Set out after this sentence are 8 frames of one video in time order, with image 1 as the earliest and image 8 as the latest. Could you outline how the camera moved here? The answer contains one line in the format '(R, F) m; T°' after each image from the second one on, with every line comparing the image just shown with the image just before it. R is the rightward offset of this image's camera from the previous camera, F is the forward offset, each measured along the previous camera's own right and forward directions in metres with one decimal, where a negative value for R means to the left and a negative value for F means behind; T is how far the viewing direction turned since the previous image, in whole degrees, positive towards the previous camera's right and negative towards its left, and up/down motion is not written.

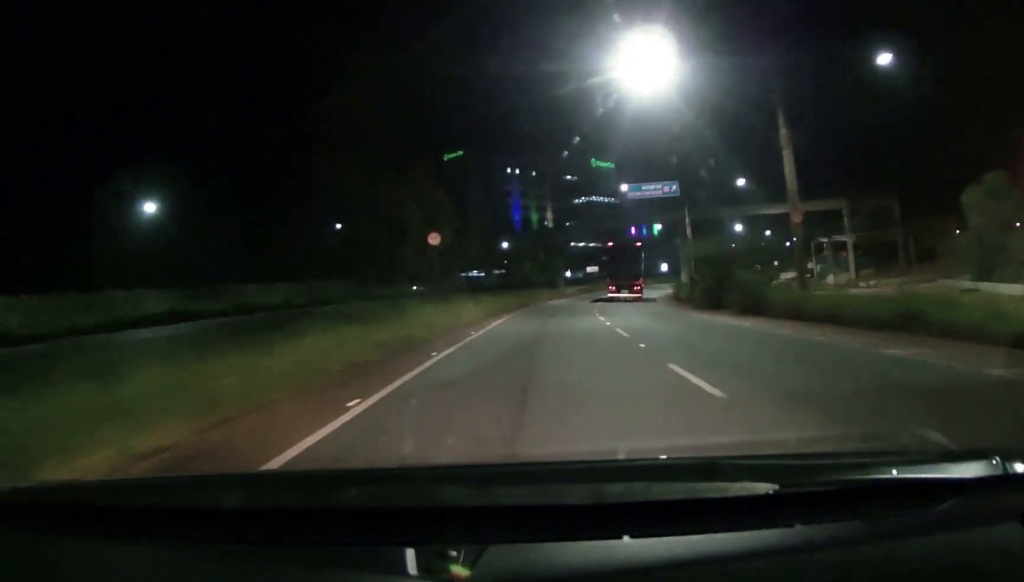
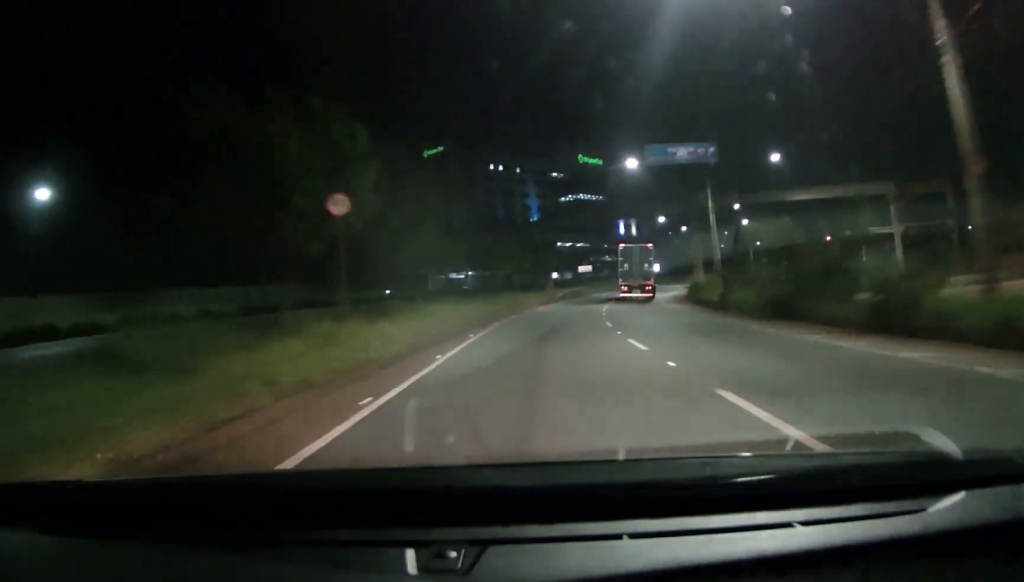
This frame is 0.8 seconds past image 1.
(0.0, +11.9) m; +1°
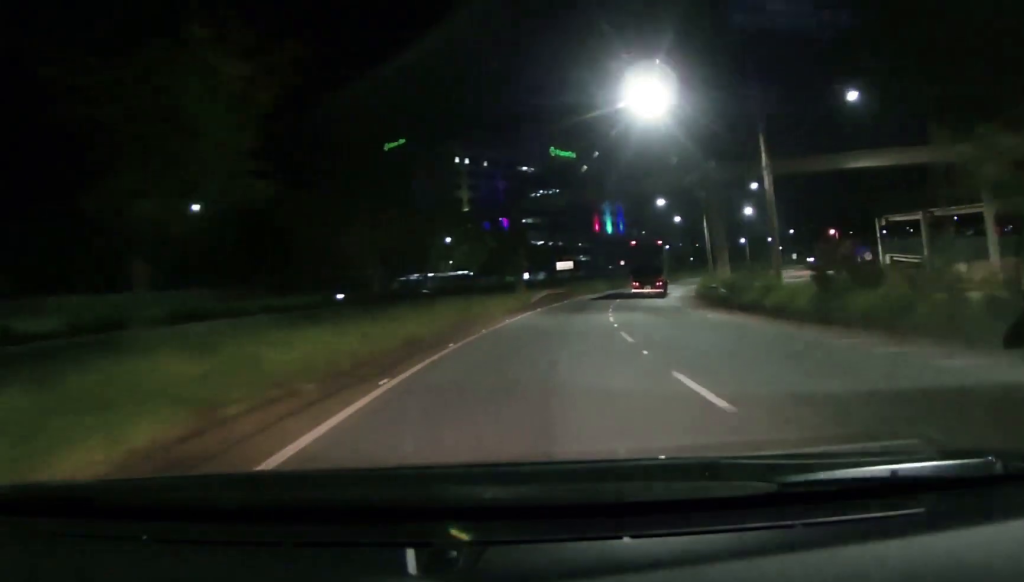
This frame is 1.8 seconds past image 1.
(+0.3, +16.1) m; +3°
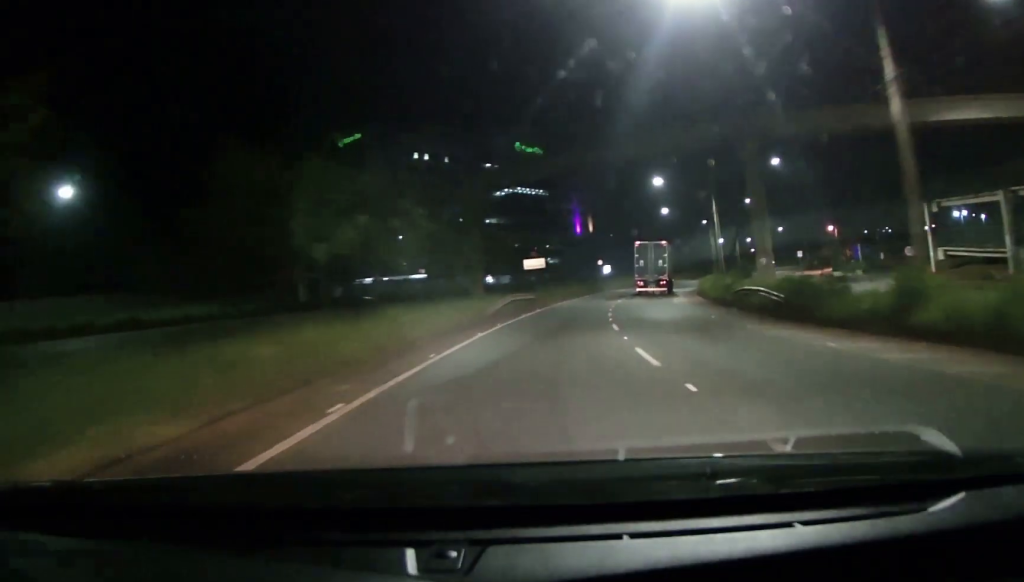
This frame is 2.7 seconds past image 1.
(+0.3, +13.9) m; +3°
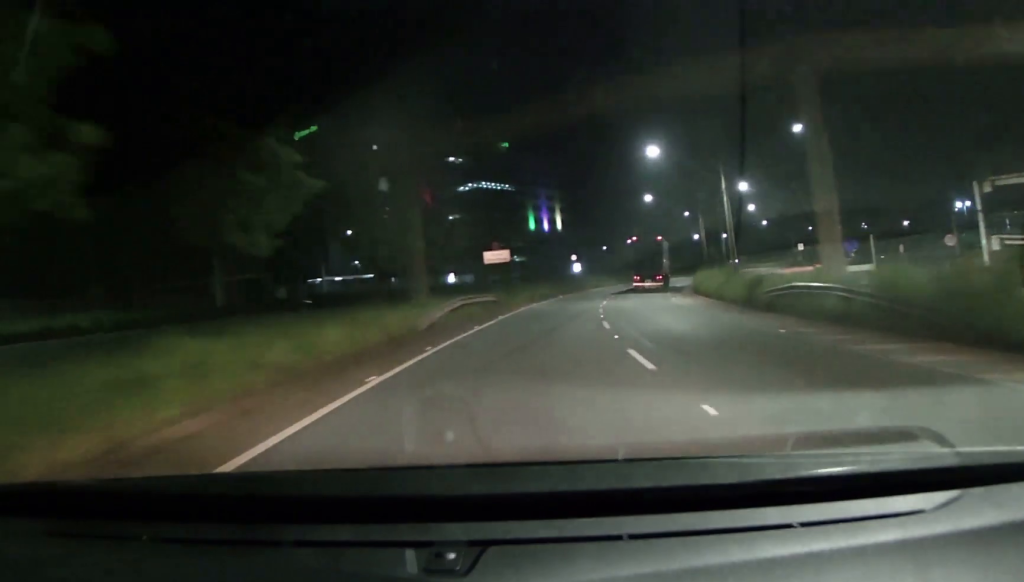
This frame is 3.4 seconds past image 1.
(+0.6, +10.2) m; +1°
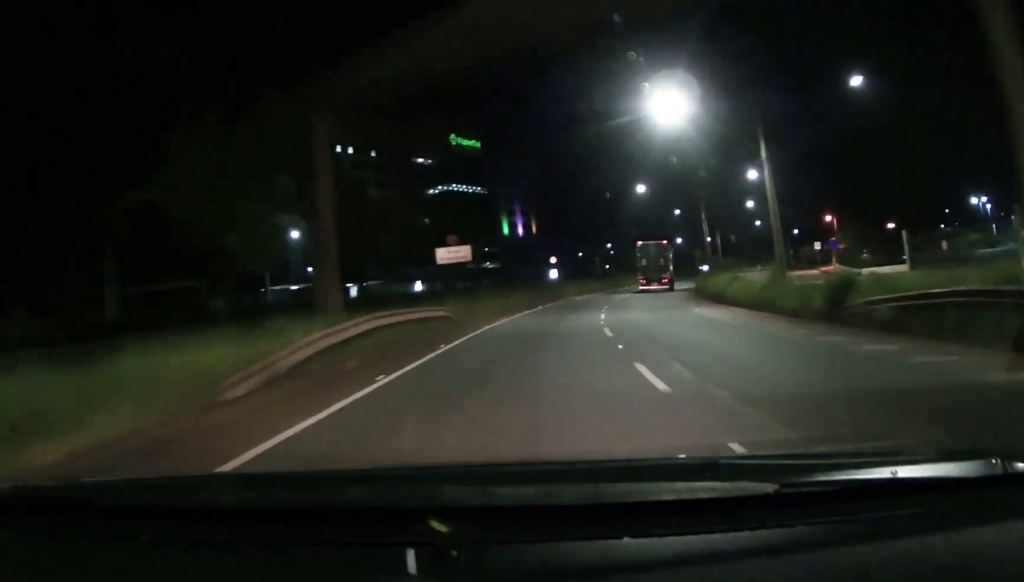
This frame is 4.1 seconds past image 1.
(-0.3, +10.8) m; +1°
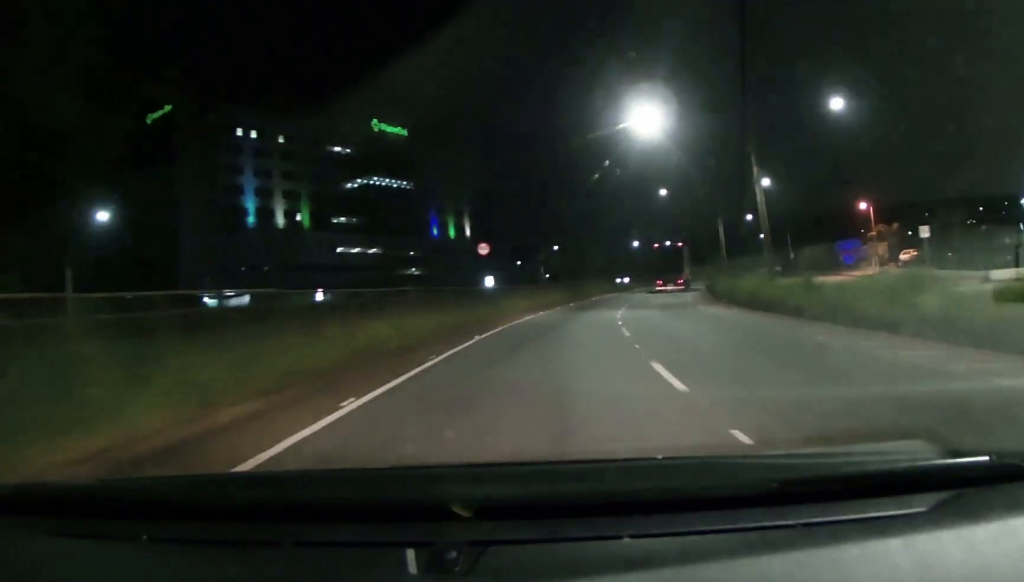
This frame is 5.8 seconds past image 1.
(+1.8, +26.7) m; +8°
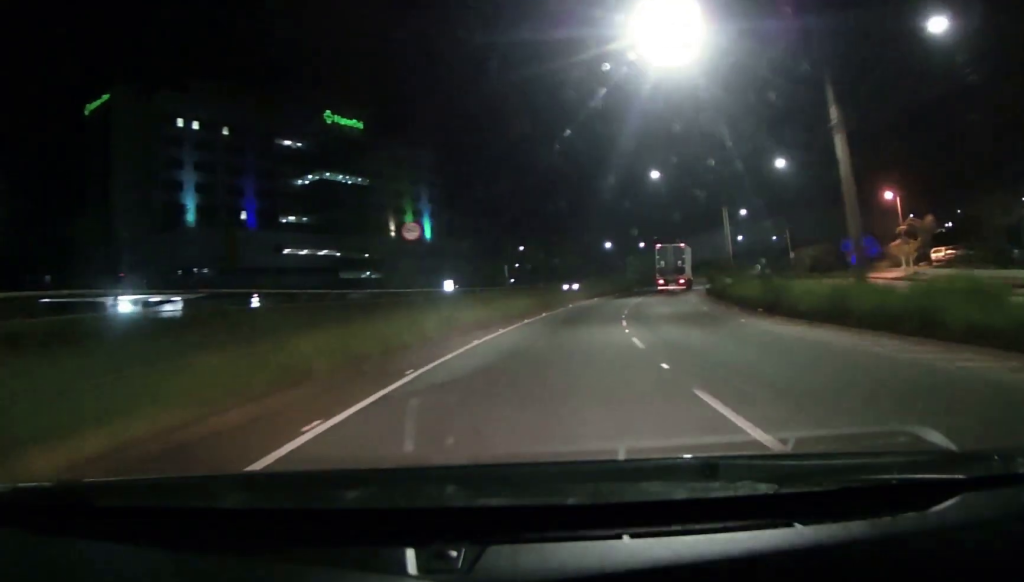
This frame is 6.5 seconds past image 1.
(+0.3, +12.3) m; +3°
